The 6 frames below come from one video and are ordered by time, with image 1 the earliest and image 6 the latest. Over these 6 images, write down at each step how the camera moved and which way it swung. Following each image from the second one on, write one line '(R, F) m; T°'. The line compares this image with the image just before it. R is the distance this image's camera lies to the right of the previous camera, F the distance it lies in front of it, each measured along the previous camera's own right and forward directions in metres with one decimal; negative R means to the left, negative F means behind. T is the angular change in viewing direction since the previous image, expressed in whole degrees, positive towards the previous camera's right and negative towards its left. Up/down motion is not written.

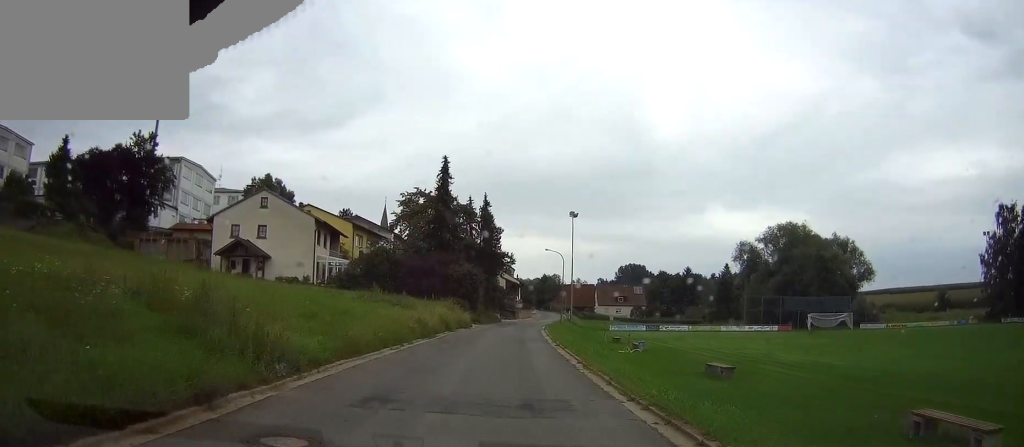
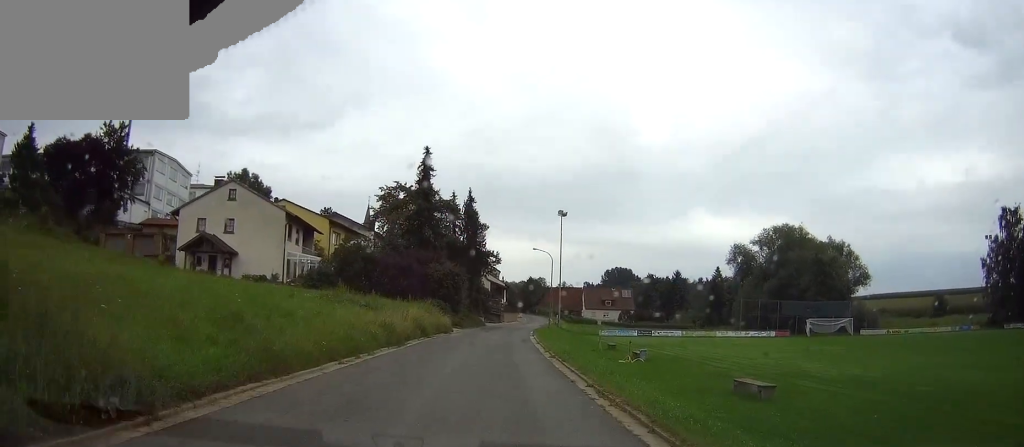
(-0.1, +4.7) m; 0°
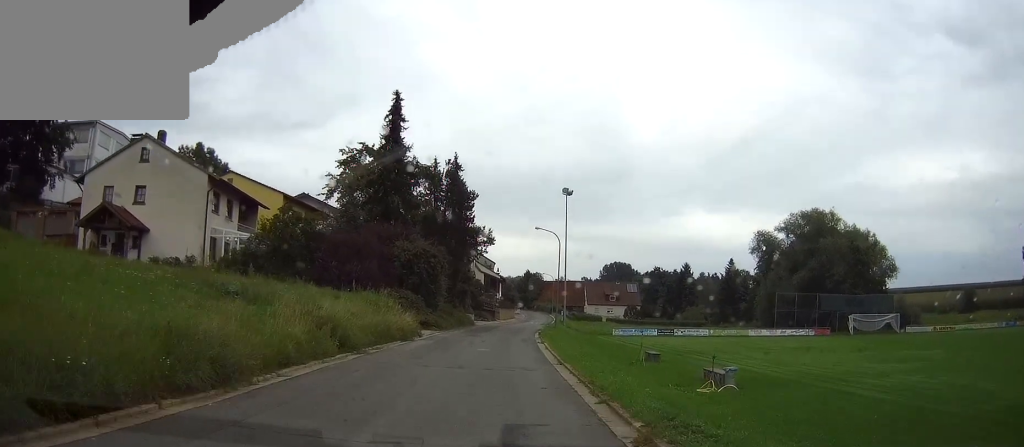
(+0.4, +14.9) m; +5°
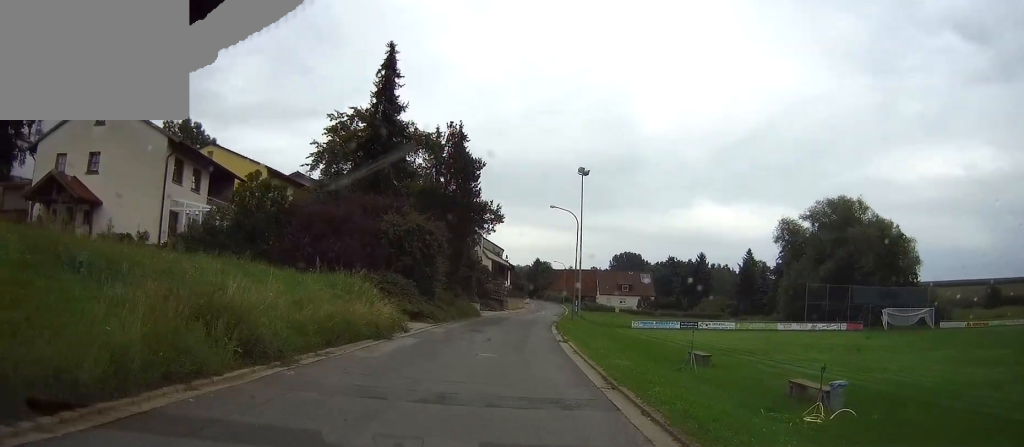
(+0.2, +6.8) m; +1°
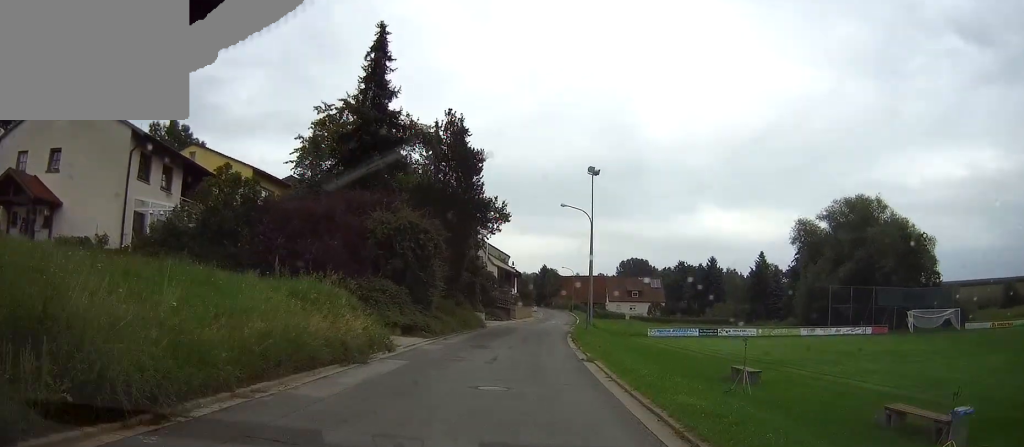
(0.0, +4.5) m; 0°
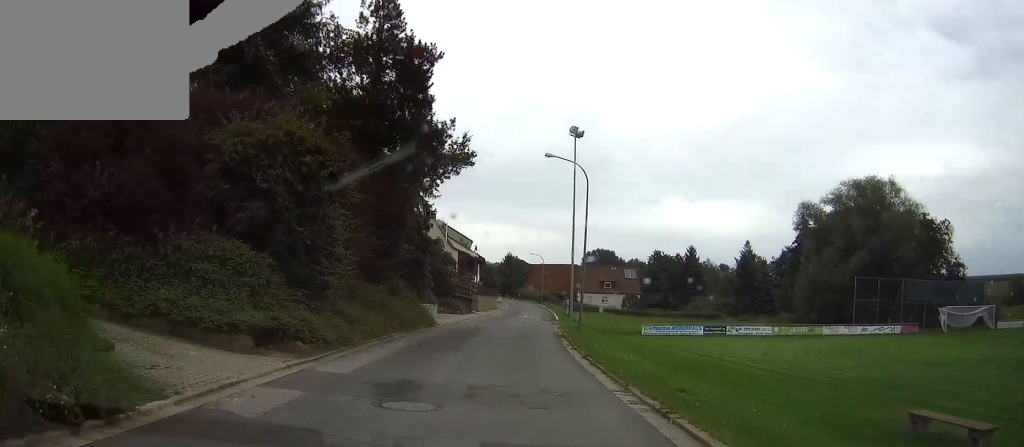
(-0.2, +13.0) m; 0°
